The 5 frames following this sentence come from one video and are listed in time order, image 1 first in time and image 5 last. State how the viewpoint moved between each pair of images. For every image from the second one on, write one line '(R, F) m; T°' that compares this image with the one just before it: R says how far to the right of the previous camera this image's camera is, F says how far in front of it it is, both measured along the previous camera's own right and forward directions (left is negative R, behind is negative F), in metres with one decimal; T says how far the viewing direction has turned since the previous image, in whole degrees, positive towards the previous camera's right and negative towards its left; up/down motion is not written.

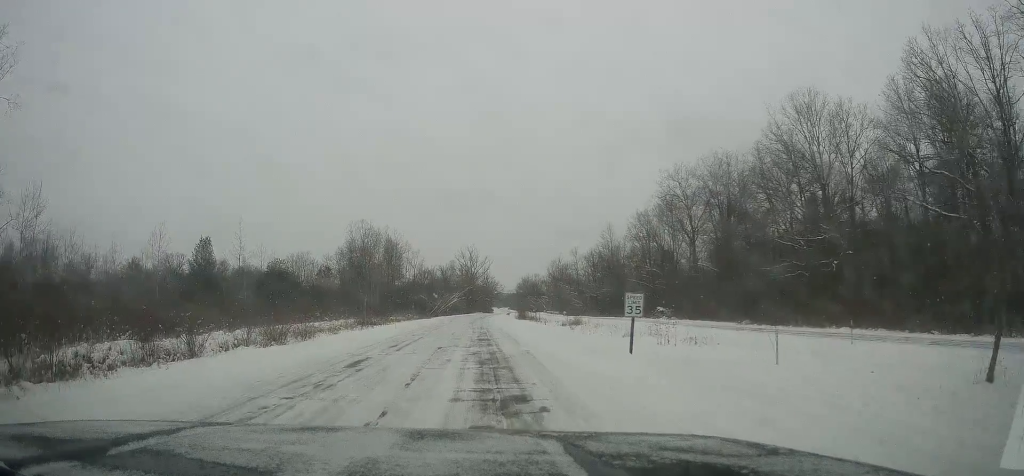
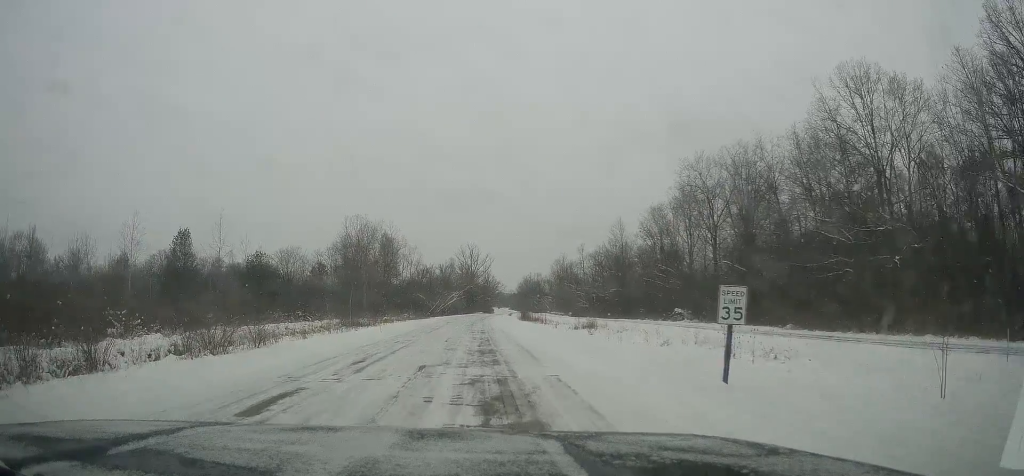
(0.0, +7.6) m; -4°
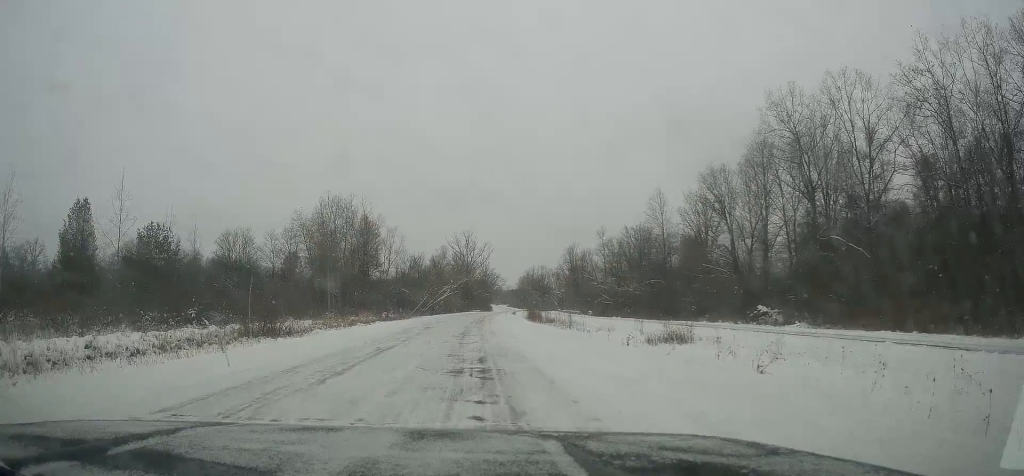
(+0.8, +23.3) m; +5°
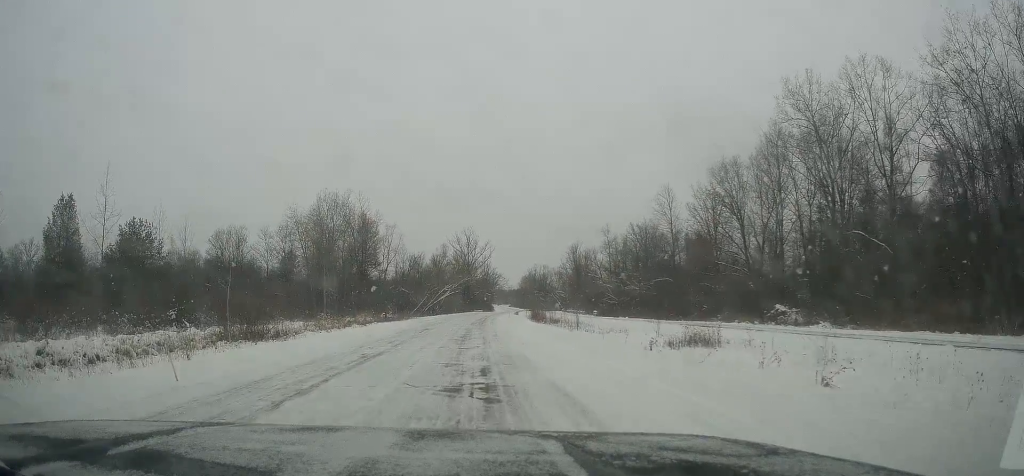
(0.0, +3.0) m; 0°
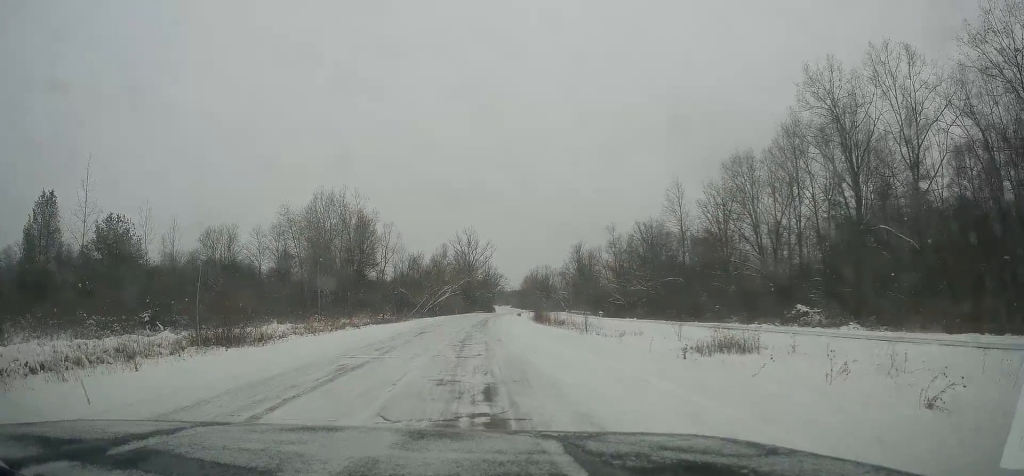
(0.0, +3.5) m; 0°
